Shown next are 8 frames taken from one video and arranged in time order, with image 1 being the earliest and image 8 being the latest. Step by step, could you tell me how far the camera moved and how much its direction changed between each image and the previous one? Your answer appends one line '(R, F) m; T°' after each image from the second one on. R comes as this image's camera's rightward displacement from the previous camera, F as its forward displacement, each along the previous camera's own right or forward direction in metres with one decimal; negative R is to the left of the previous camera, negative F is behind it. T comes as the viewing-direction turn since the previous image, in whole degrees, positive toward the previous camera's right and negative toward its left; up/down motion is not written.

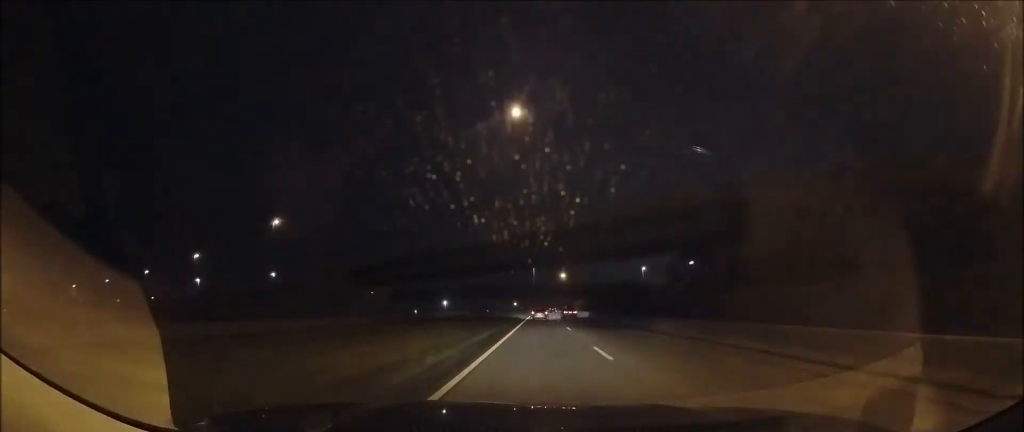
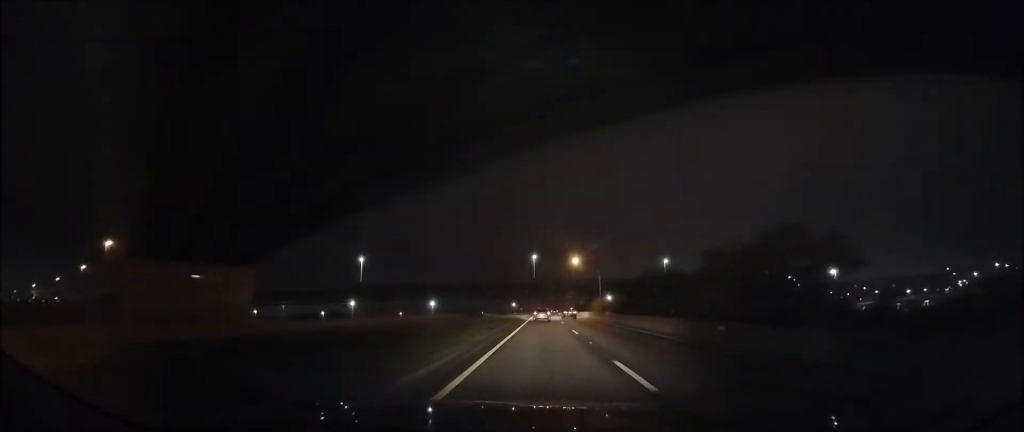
(+0.4, +27.9) m; +1°
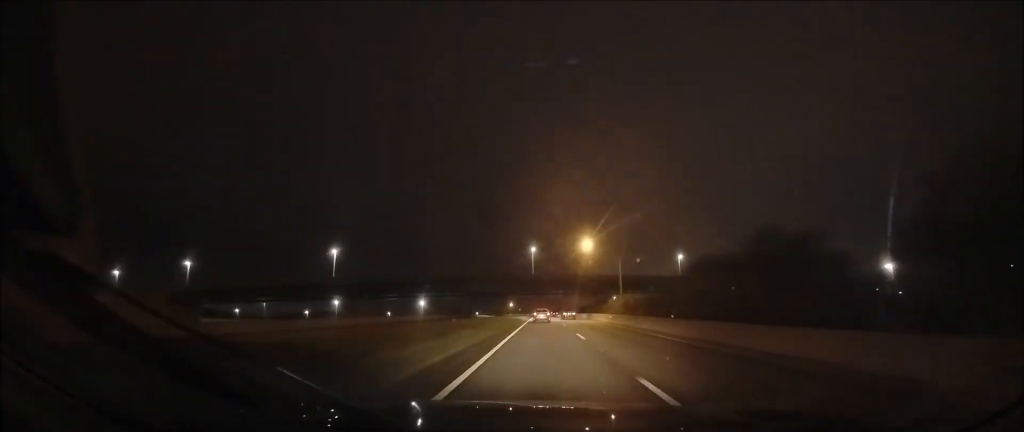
(0.0, +15.3) m; 0°
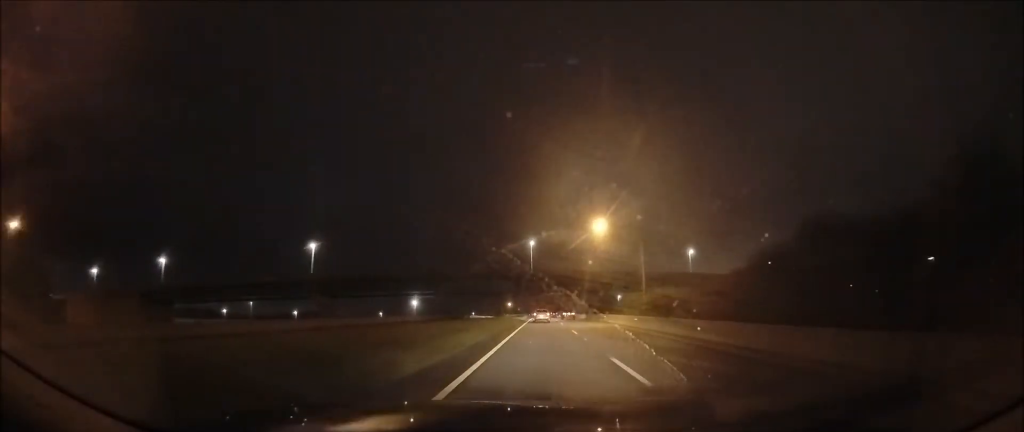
(0.0, +9.7) m; 0°
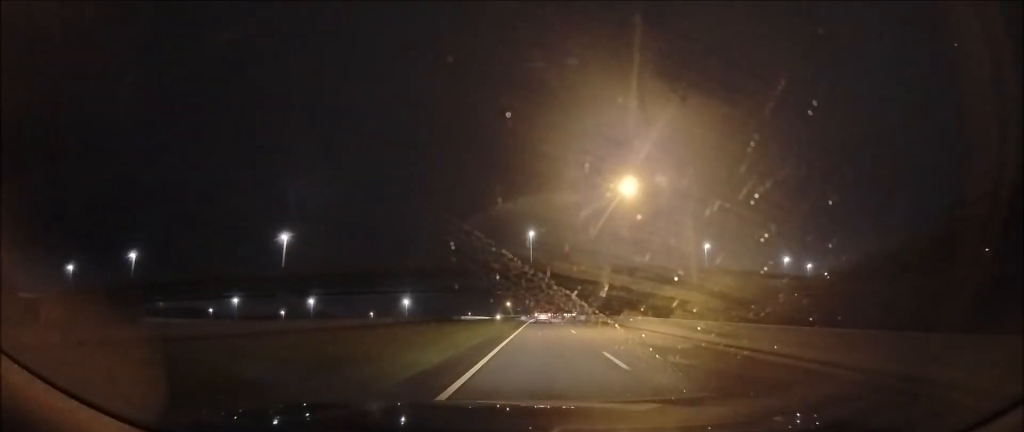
(-0.1, +10.8) m; 0°
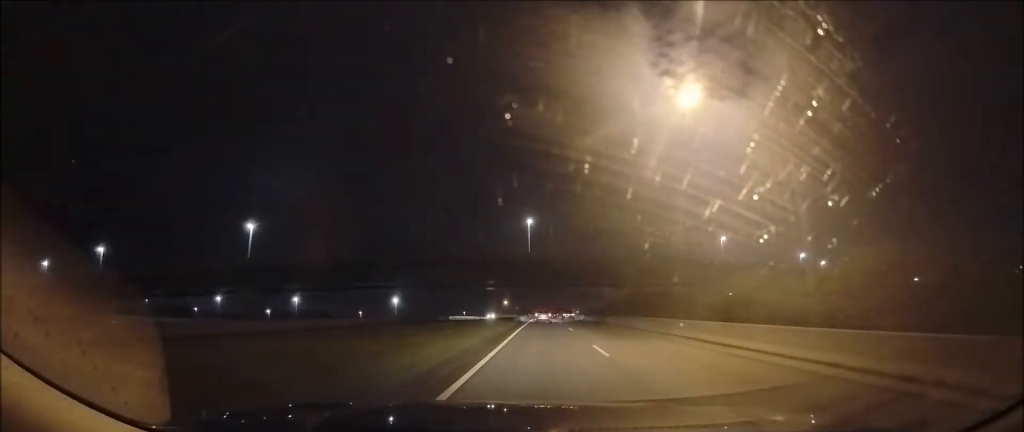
(0.0, +10.0) m; 0°
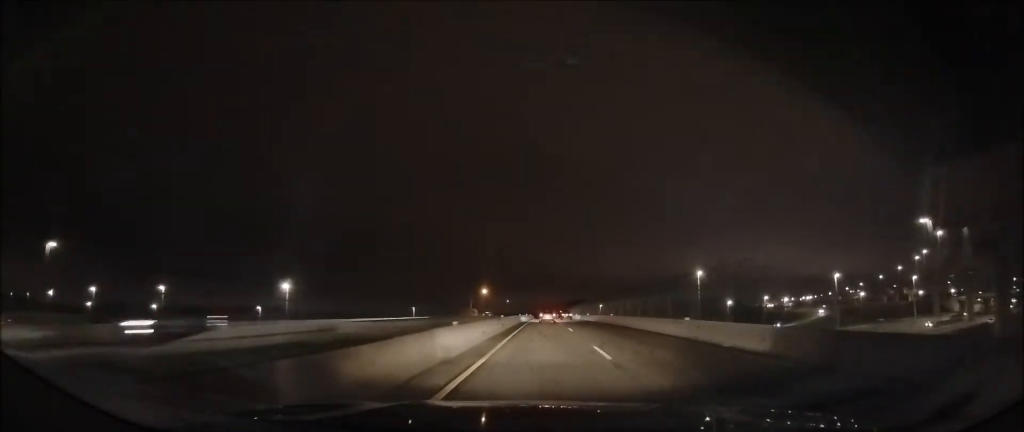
(+0.6, +60.8) m; +1°
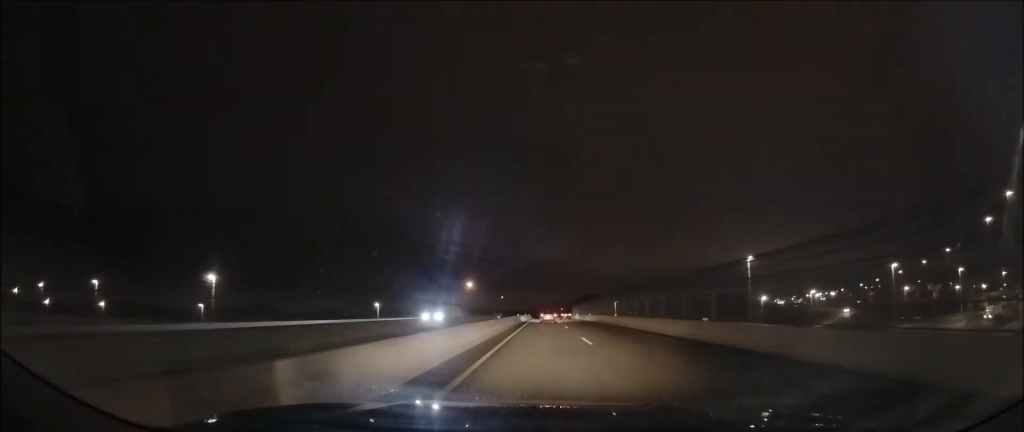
(+0.1, +20.2) m; 0°
